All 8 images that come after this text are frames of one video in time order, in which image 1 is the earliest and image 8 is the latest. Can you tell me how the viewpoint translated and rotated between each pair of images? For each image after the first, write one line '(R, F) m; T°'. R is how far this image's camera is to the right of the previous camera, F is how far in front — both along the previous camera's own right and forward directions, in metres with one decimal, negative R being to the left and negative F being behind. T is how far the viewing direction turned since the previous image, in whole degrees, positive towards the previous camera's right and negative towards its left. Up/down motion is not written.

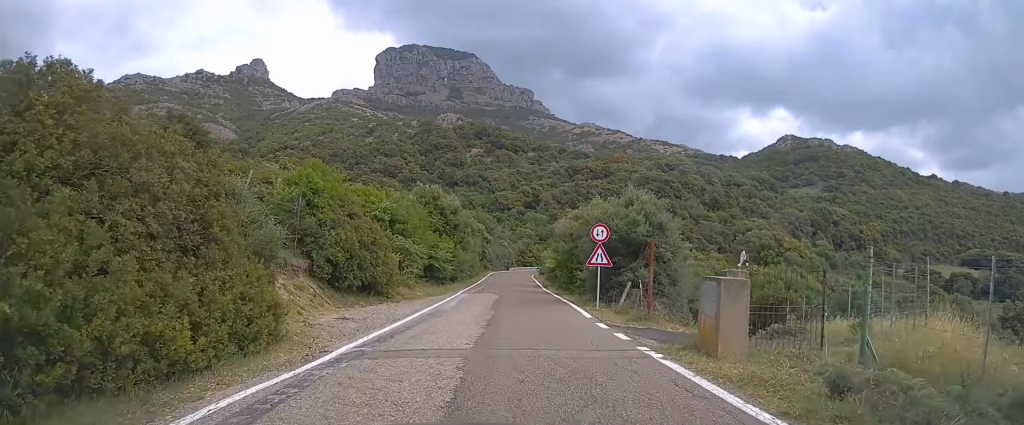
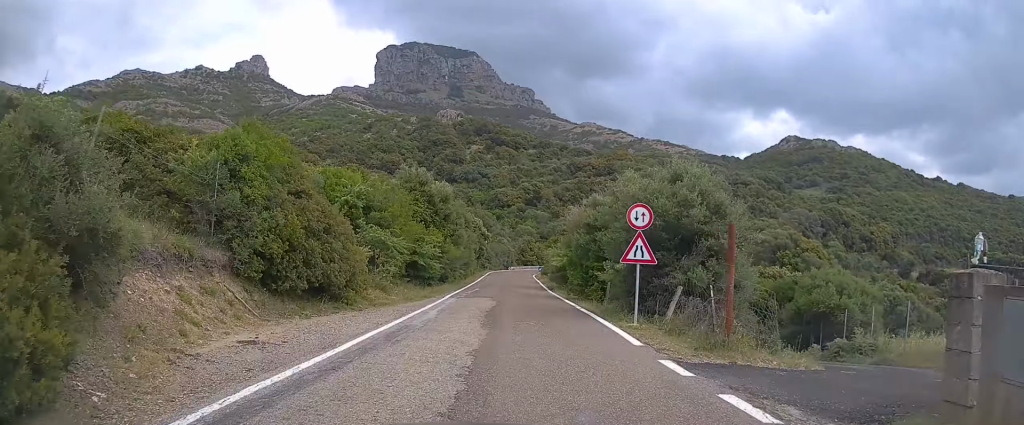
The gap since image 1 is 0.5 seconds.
(+0.1, +6.4) m; 0°
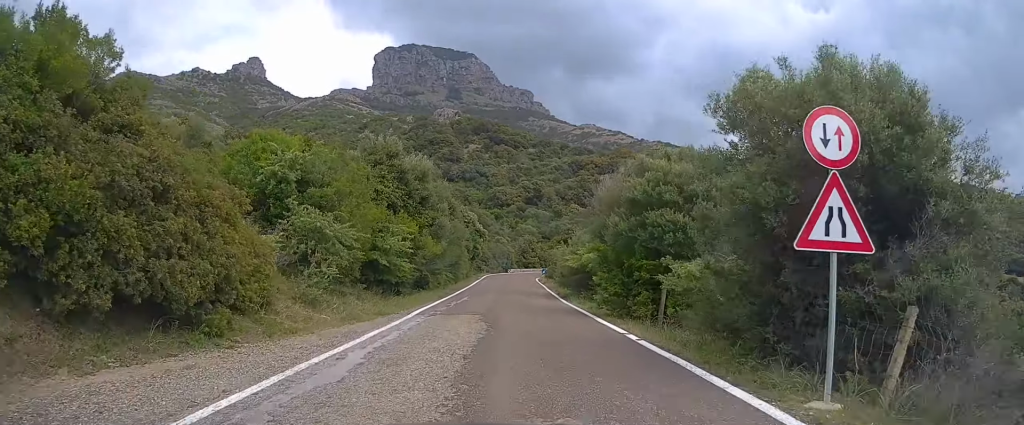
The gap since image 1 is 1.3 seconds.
(-0.1, +9.1) m; 0°
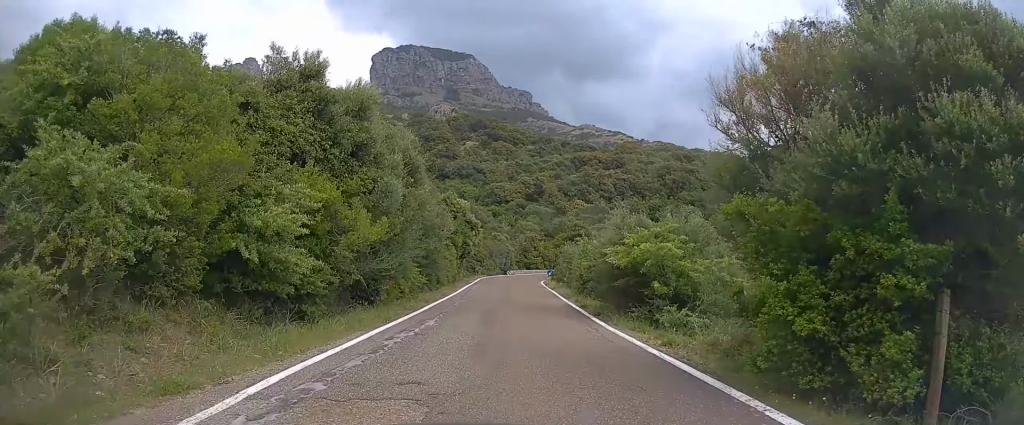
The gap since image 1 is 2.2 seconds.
(0.0, +11.1) m; +1°
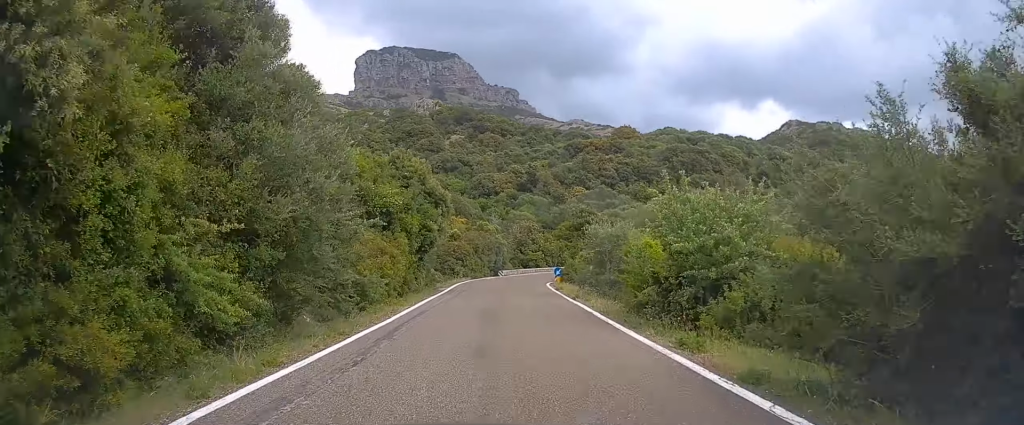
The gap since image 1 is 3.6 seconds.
(+0.2, +16.2) m; 0°
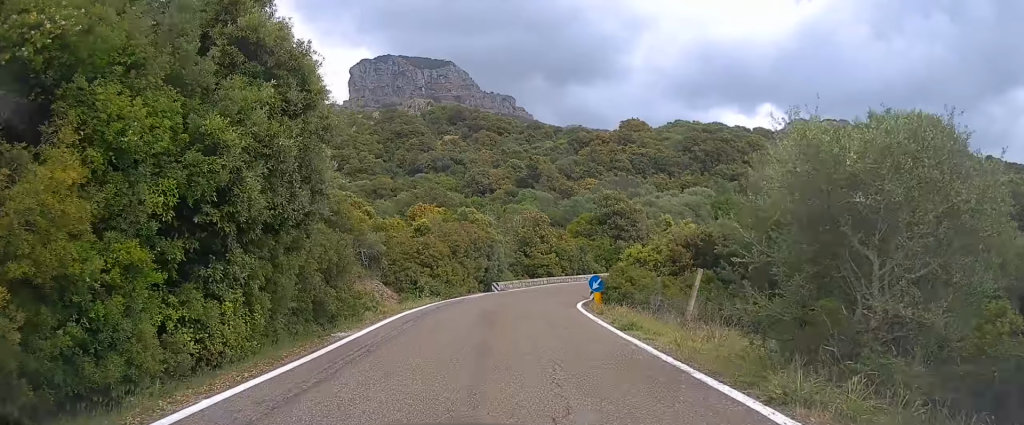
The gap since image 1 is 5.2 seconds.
(0.0, +17.8) m; 0°
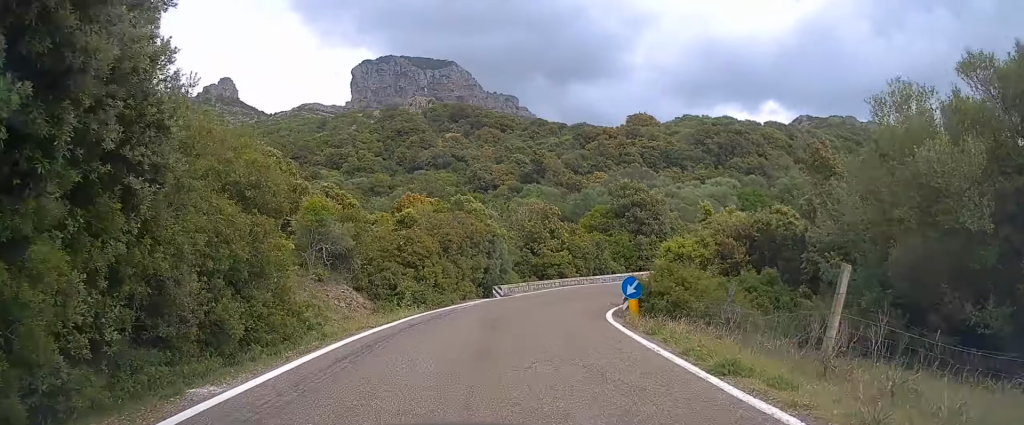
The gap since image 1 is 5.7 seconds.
(+0.2, +5.8) m; 0°
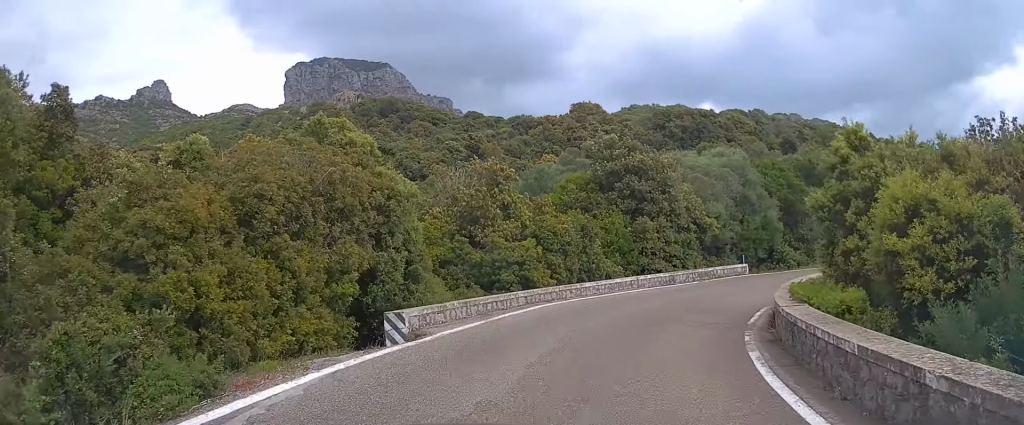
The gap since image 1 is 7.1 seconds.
(+0.4, +14.8) m; +10°
